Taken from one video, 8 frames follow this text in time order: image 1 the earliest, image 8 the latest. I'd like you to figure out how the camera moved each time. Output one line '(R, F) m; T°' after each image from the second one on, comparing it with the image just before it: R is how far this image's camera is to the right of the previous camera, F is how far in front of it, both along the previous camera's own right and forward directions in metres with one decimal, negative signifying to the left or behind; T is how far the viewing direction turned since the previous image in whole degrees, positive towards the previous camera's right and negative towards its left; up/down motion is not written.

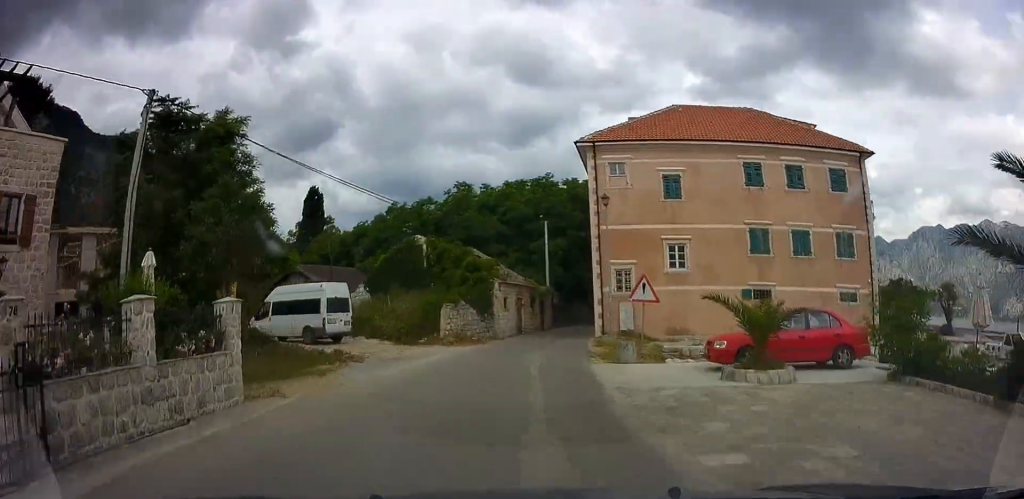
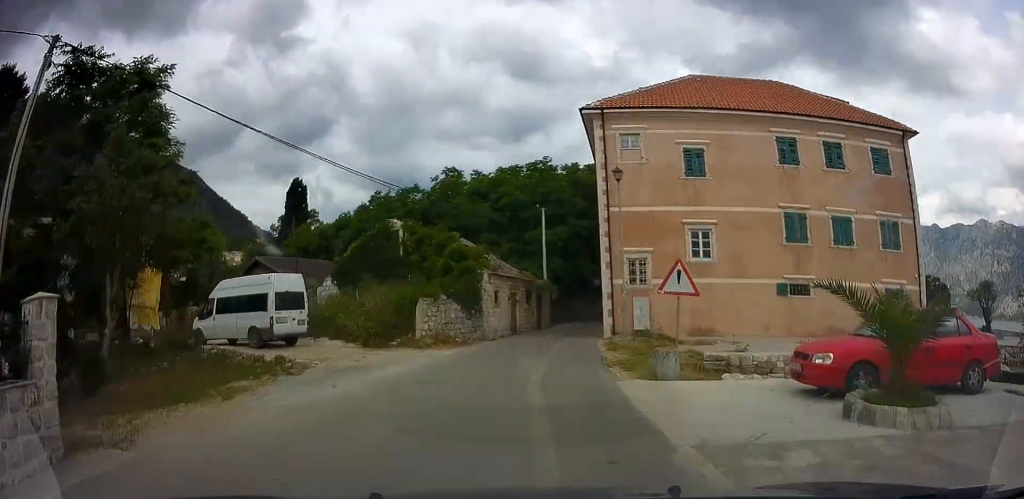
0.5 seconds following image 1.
(+0.3, +5.1) m; +2°
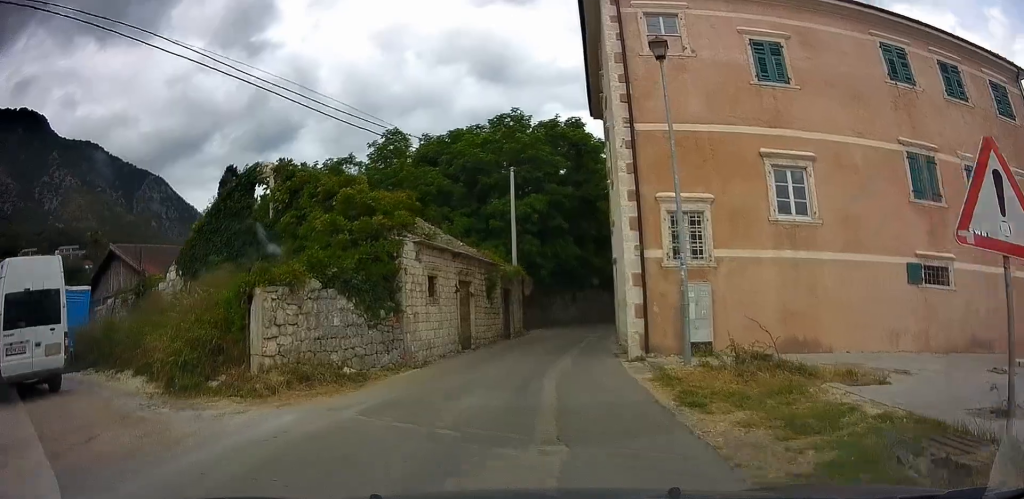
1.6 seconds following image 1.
(+0.5, +12.1) m; +3°
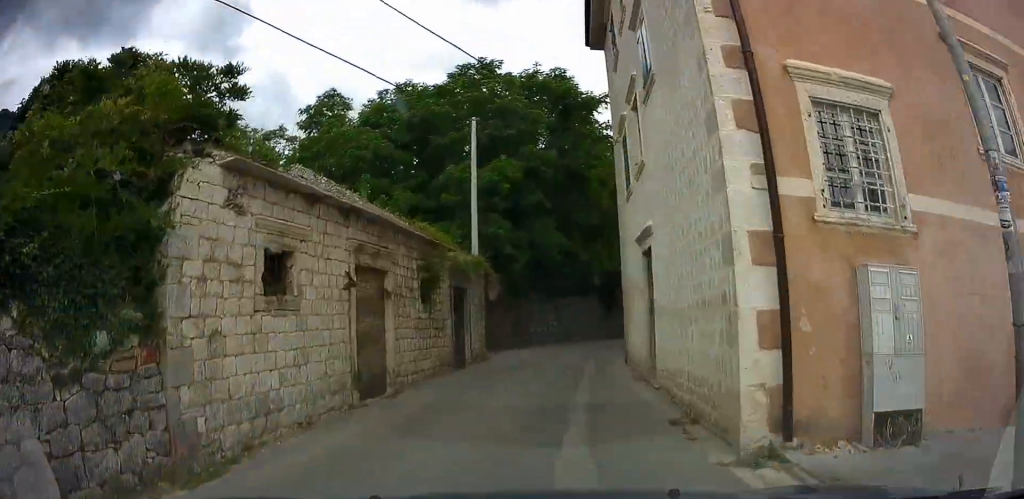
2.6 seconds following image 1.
(+0.2, +8.9) m; +1°
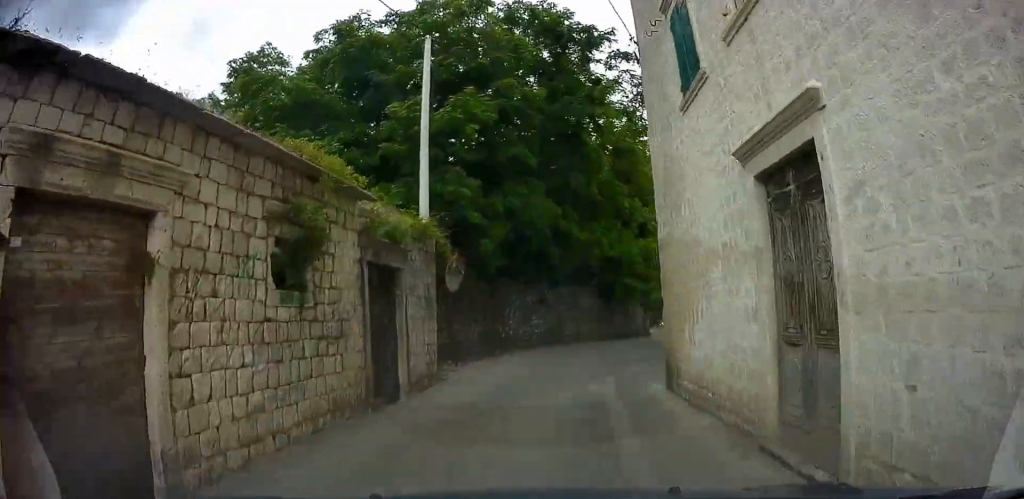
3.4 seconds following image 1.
(+0.1, +7.1) m; 0°
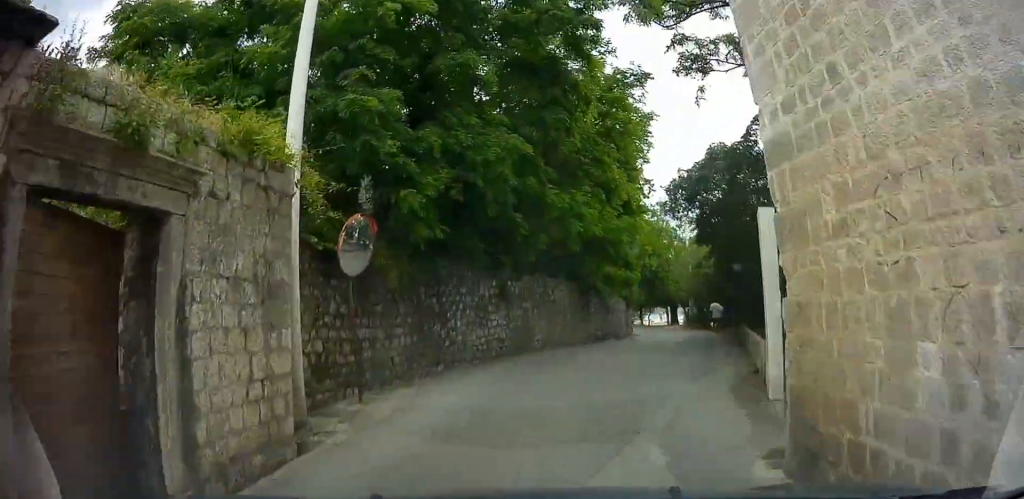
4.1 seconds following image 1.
(-0.1, +6.5) m; +1°
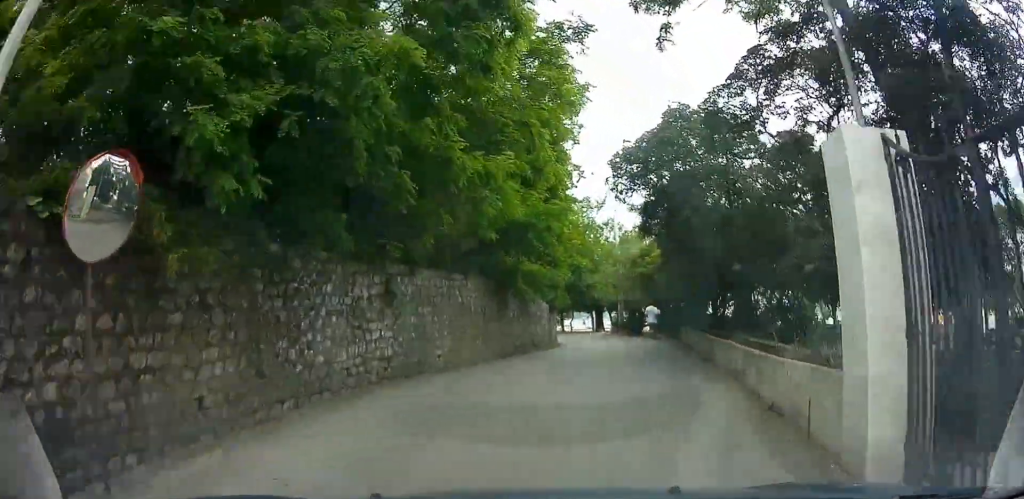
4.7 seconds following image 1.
(0.0, +4.6) m; +7°
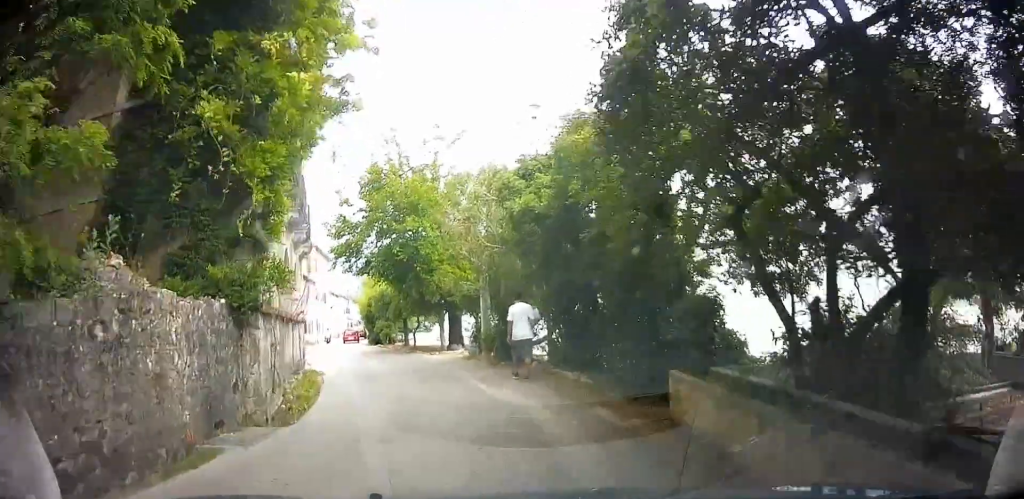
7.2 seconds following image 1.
(+5.2, +13.4) m; -8°
